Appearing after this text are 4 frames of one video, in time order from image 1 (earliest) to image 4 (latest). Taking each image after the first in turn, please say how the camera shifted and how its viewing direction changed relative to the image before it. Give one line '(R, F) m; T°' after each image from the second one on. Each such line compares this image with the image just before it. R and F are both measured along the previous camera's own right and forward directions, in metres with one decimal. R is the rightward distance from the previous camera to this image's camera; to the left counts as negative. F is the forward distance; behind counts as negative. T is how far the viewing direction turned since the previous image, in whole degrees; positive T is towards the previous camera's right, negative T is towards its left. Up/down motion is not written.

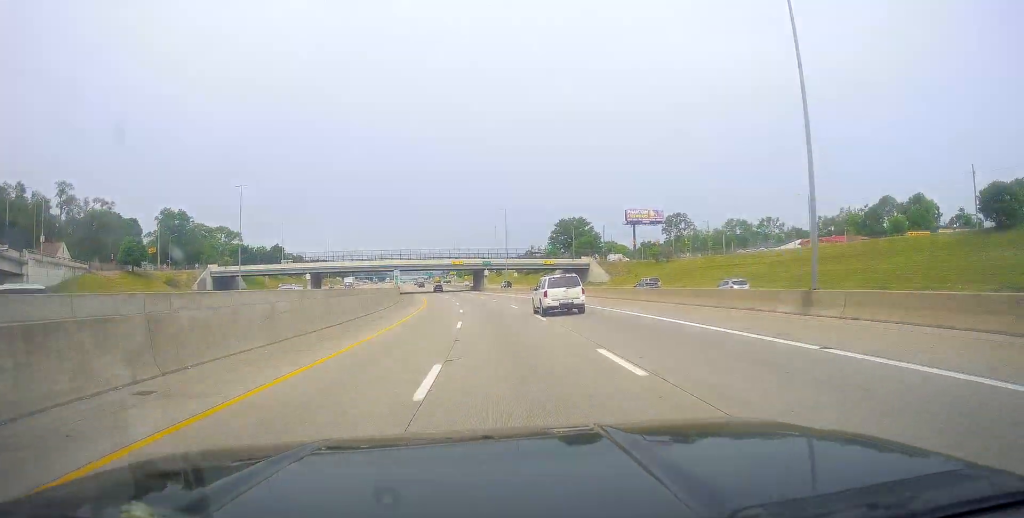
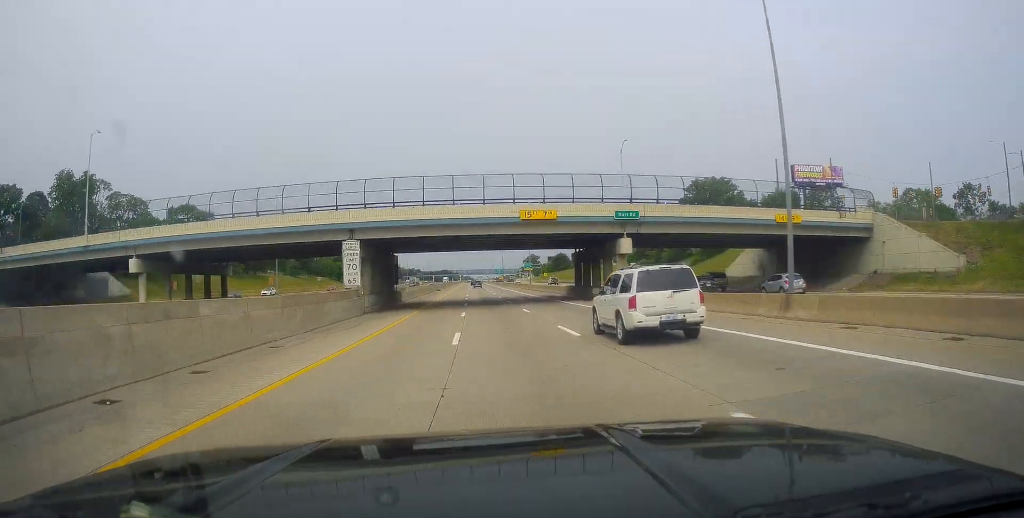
(-8.9, +82.0) m; -10°
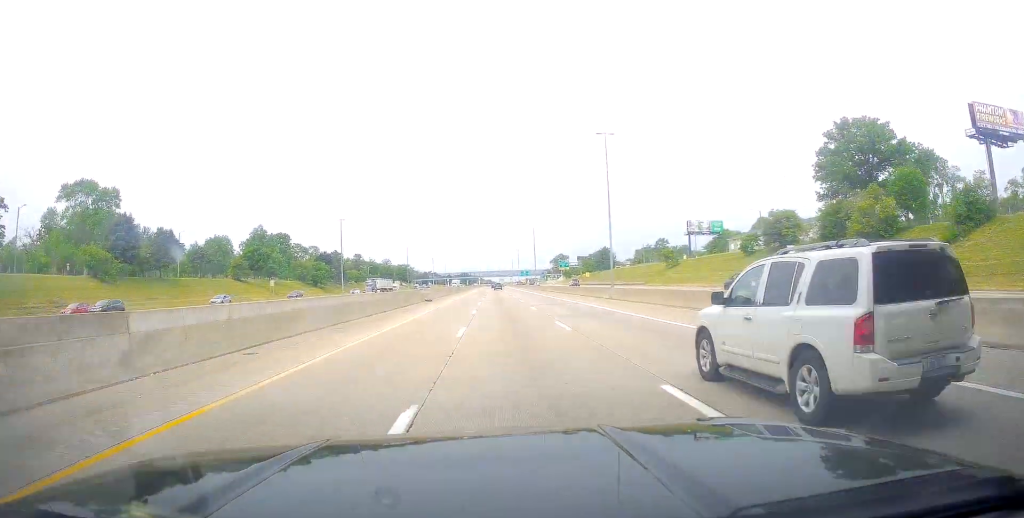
(-1.3, +58.3) m; -2°
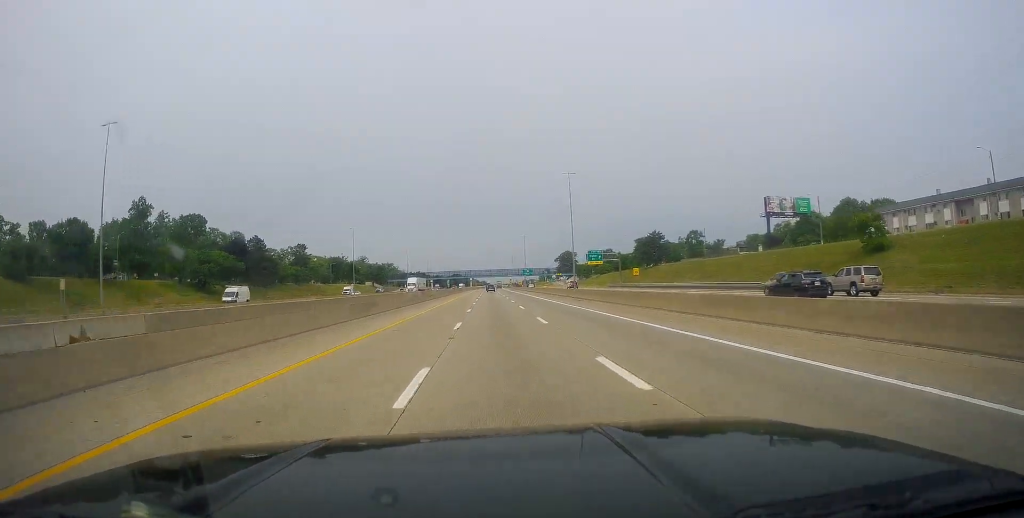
(-1.3, +71.2) m; -1°
